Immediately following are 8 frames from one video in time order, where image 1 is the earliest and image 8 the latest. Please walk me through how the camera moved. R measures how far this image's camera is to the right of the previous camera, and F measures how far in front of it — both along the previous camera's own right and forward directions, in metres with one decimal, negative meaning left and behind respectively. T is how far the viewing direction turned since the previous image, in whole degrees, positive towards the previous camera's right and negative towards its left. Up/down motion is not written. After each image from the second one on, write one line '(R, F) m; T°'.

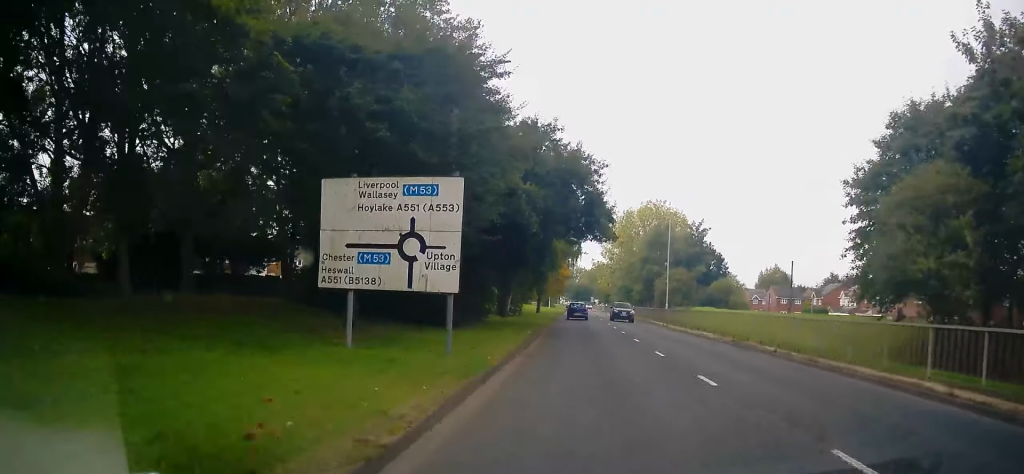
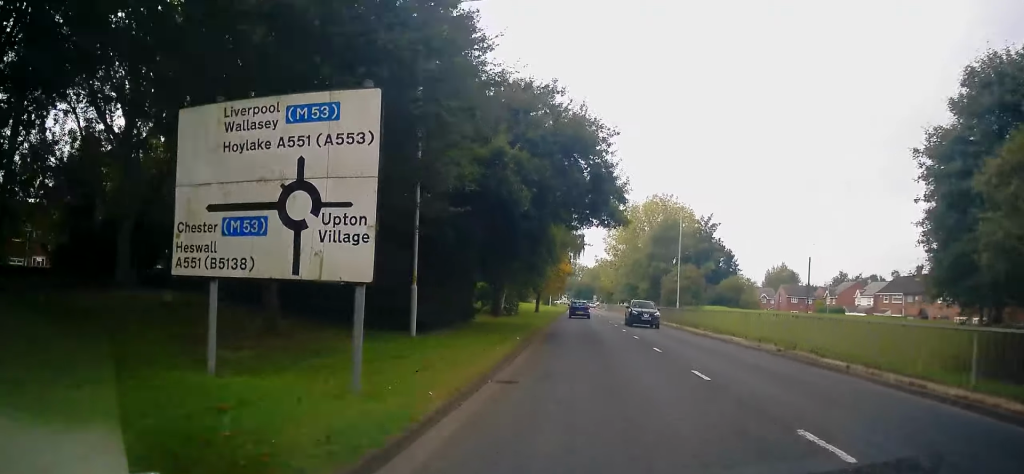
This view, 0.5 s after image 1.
(-0.3, +5.1) m; 0°
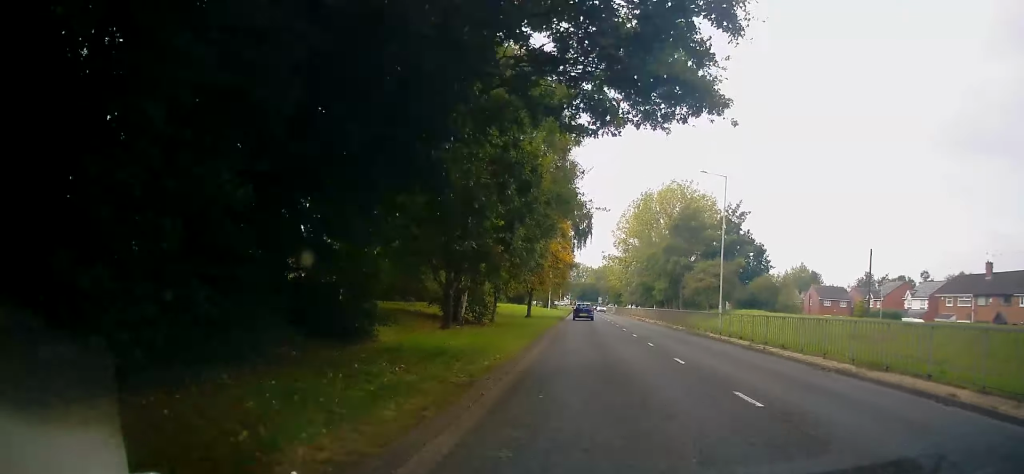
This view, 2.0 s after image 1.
(+0.8, +14.5) m; +3°
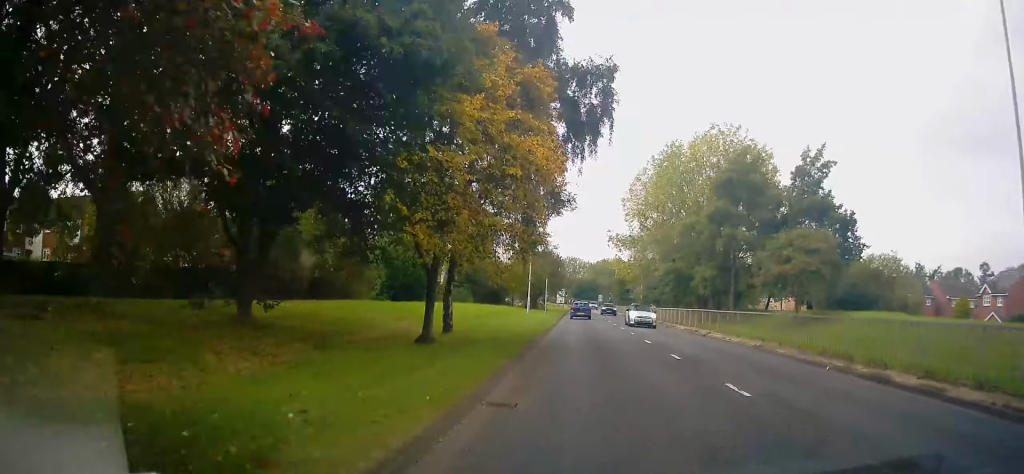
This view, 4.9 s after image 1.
(-0.5, +28.8) m; -3°
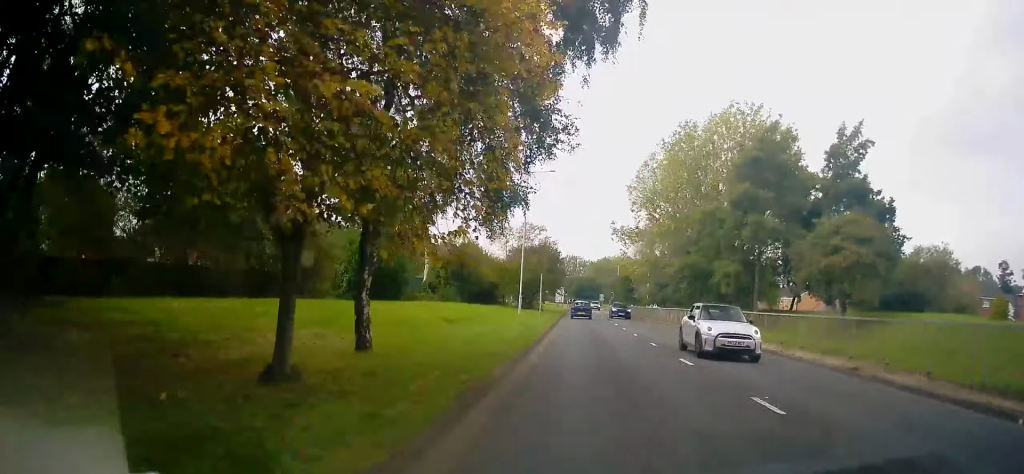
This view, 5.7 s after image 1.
(-0.2, +7.4) m; +1°
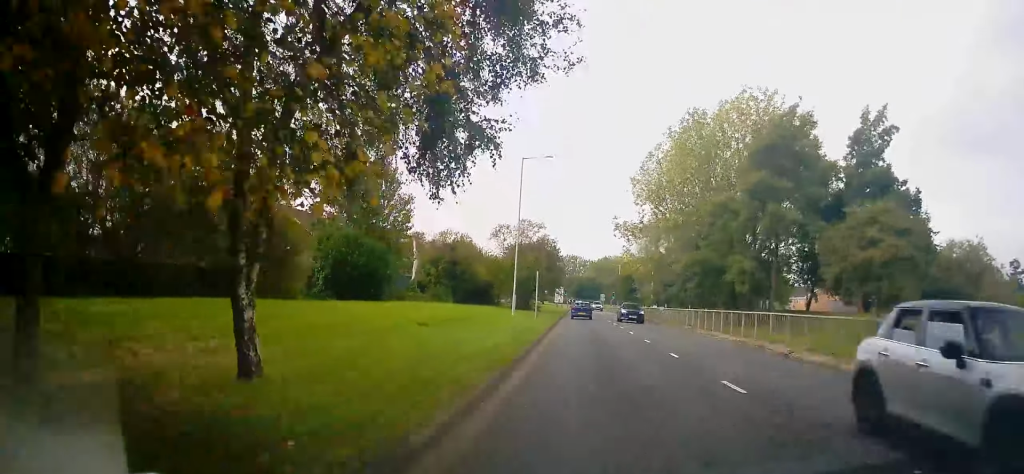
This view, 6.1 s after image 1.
(+0.2, +4.2) m; +1°
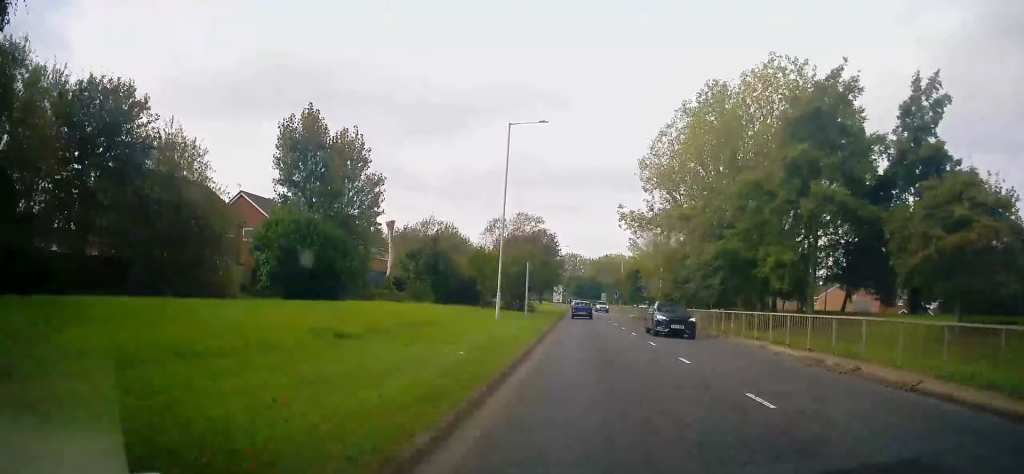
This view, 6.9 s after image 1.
(+0.2, +7.3) m; 0°
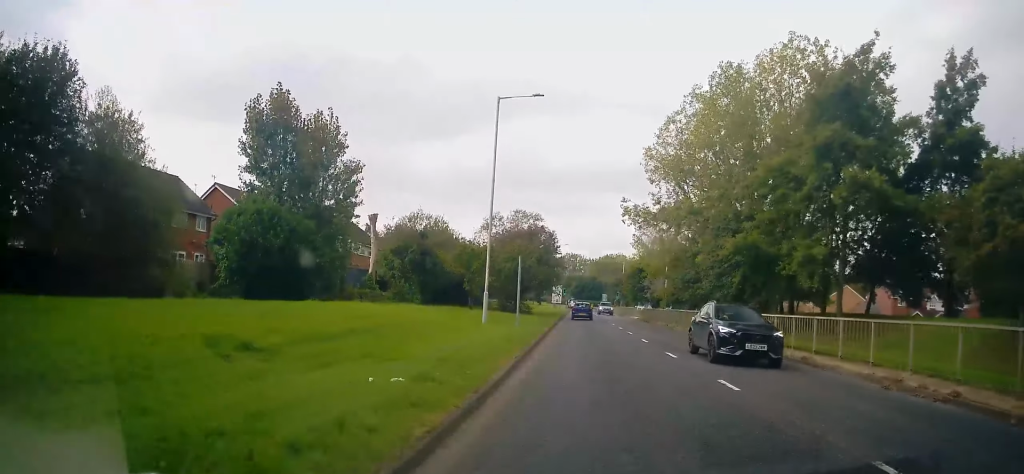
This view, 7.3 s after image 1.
(+0.1, +4.1) m; -1°
